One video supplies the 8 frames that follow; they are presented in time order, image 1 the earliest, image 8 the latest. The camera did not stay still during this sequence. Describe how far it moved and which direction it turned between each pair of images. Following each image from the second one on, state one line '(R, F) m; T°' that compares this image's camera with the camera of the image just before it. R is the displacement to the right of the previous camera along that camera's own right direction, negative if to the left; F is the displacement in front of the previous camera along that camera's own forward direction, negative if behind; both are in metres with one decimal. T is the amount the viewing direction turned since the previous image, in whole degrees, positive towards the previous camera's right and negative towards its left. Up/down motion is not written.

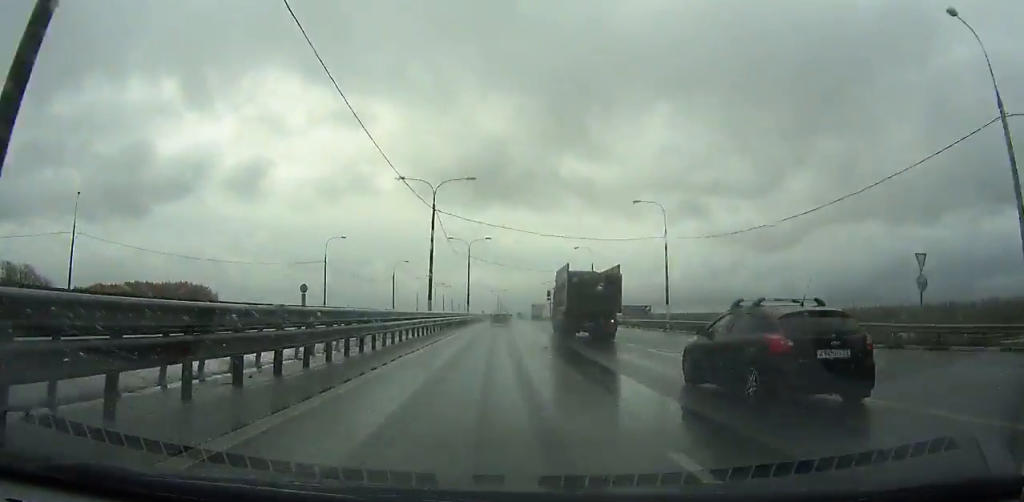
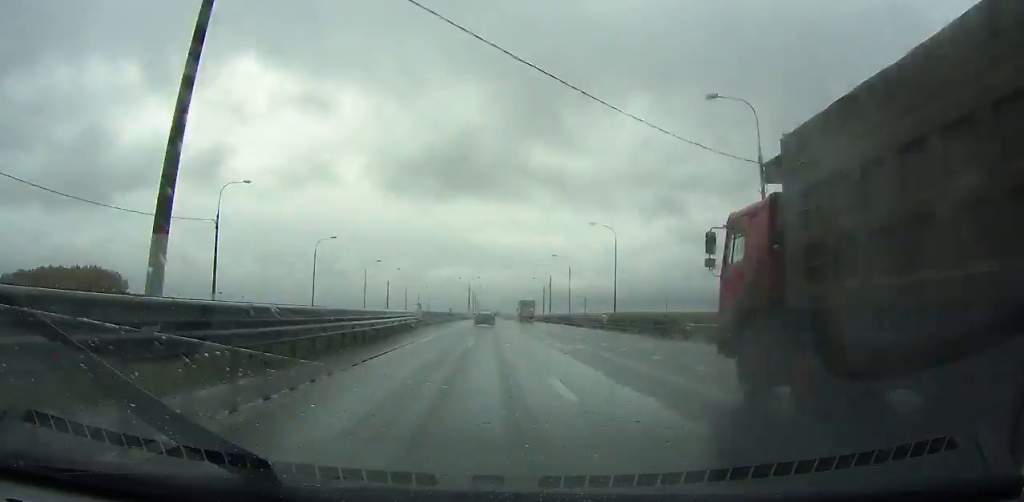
(+1.6, +64.4) m; +2°
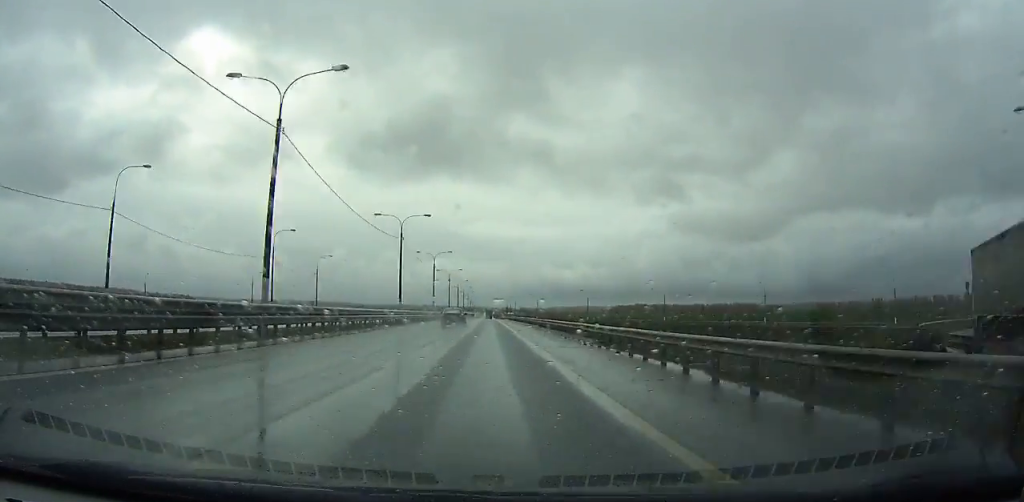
(+2.9, +163.9) m; +1°
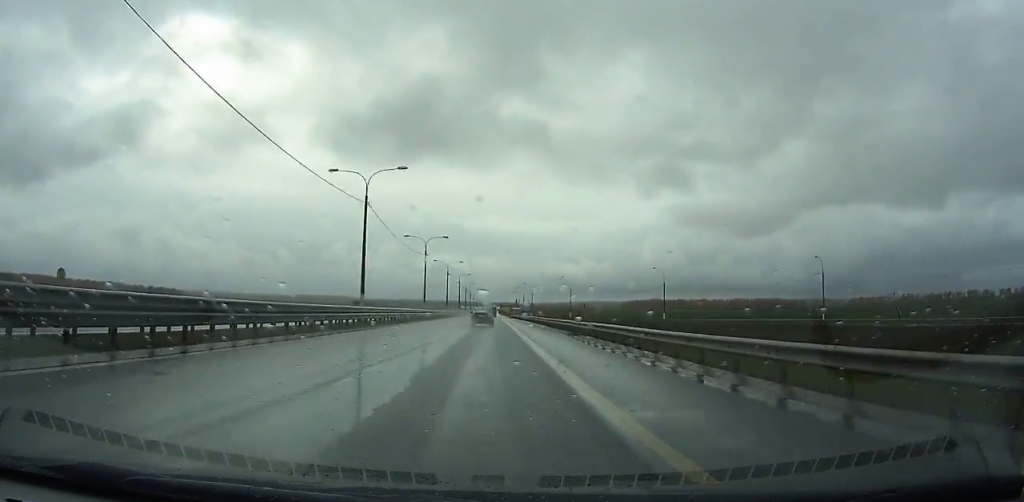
(-0.4, +86.2) m; 0°
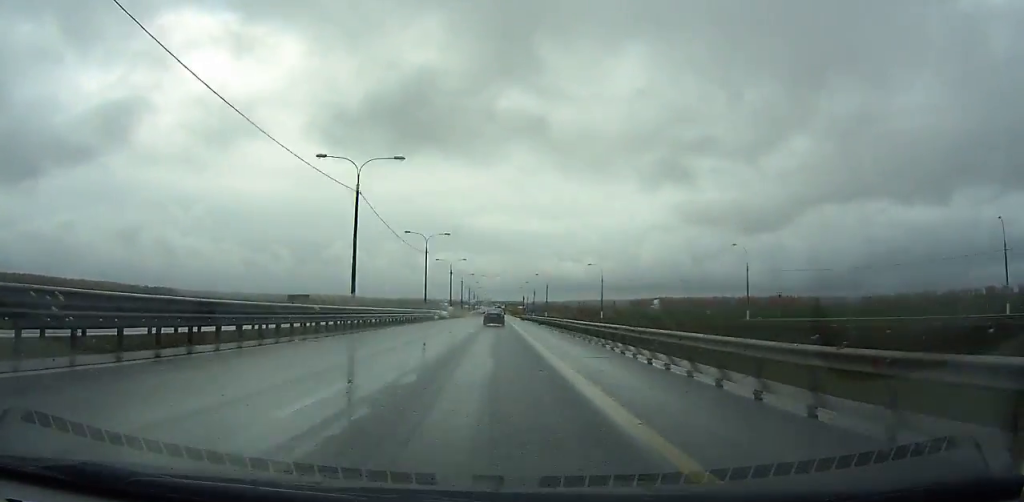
(-0.1, +39.1) m; 0°
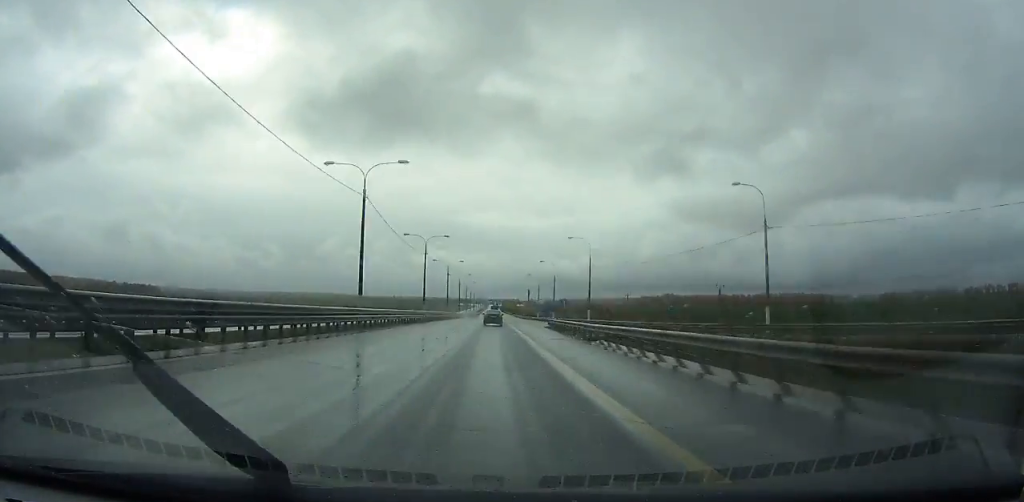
(0.0, +67.5) m; 0°
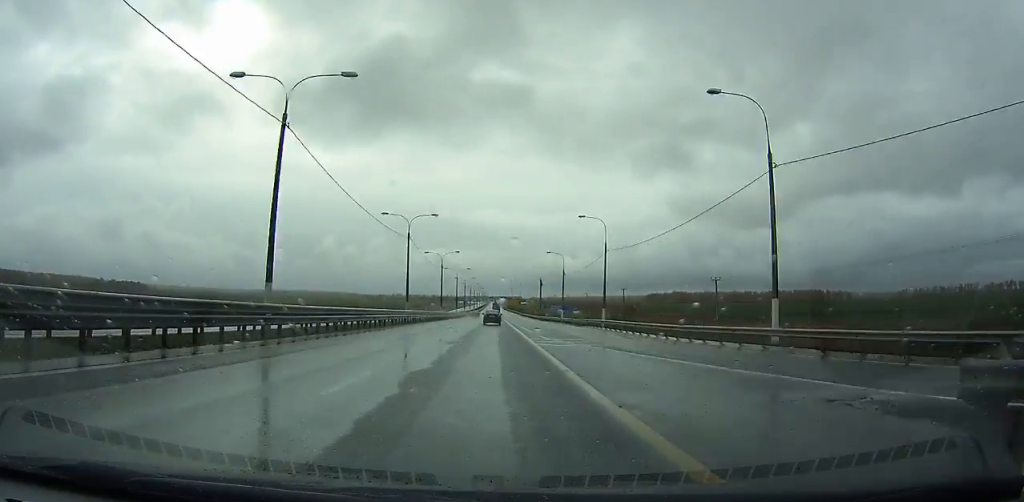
(0.0, +49.2) m; 0°
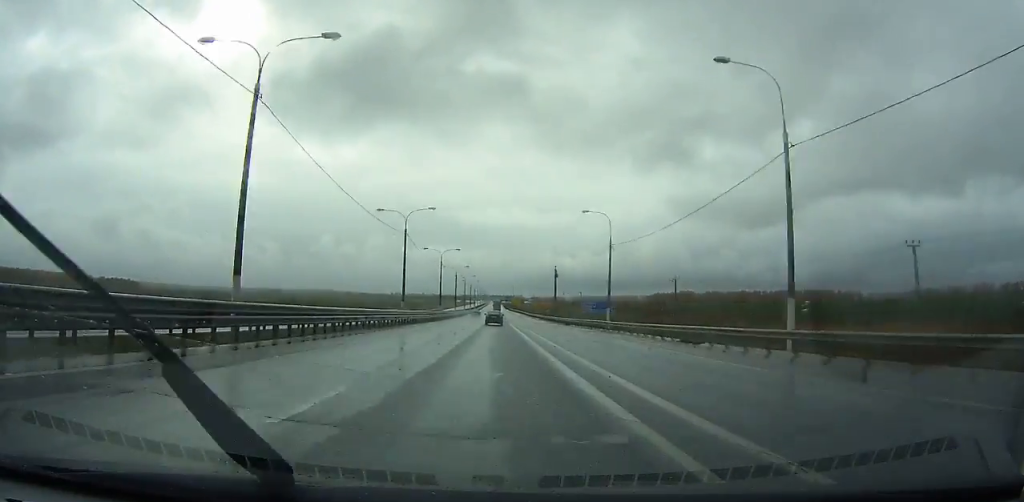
(0.0, +38.8) m; 0°
